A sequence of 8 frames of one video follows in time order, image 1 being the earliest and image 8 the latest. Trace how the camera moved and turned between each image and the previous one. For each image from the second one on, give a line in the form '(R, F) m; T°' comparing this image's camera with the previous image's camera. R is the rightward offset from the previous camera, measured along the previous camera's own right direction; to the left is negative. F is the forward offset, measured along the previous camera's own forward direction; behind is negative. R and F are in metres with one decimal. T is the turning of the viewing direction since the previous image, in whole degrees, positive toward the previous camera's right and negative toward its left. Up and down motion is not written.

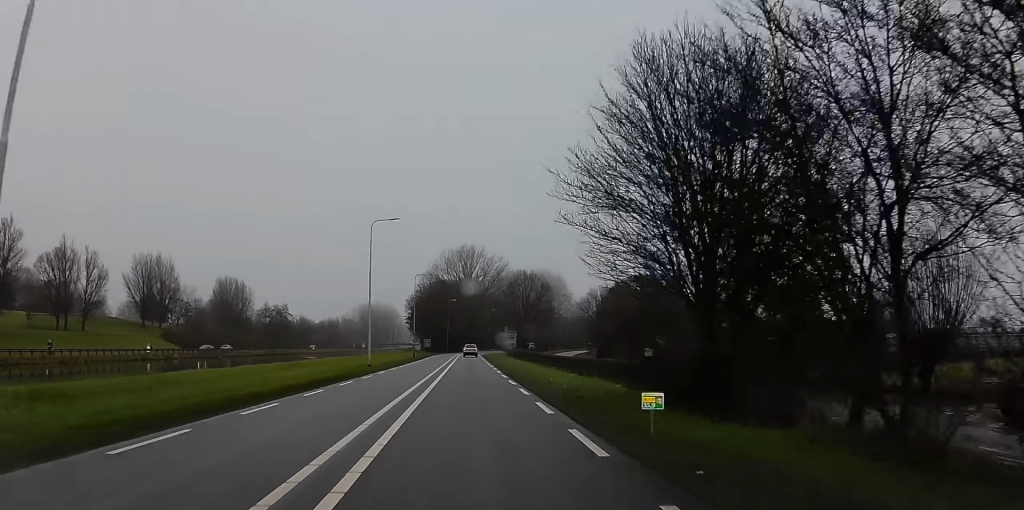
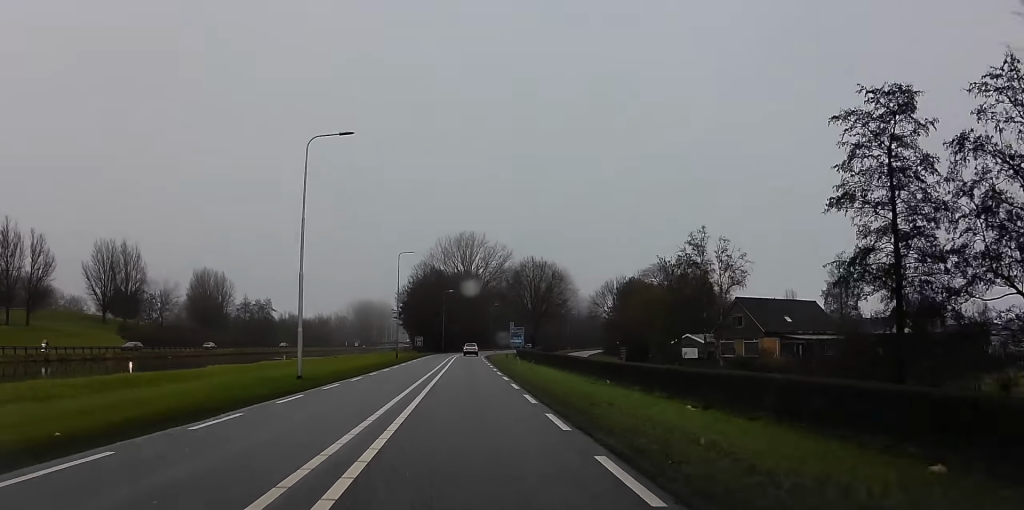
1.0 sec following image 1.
(+0.4, +20.6) m; +2°
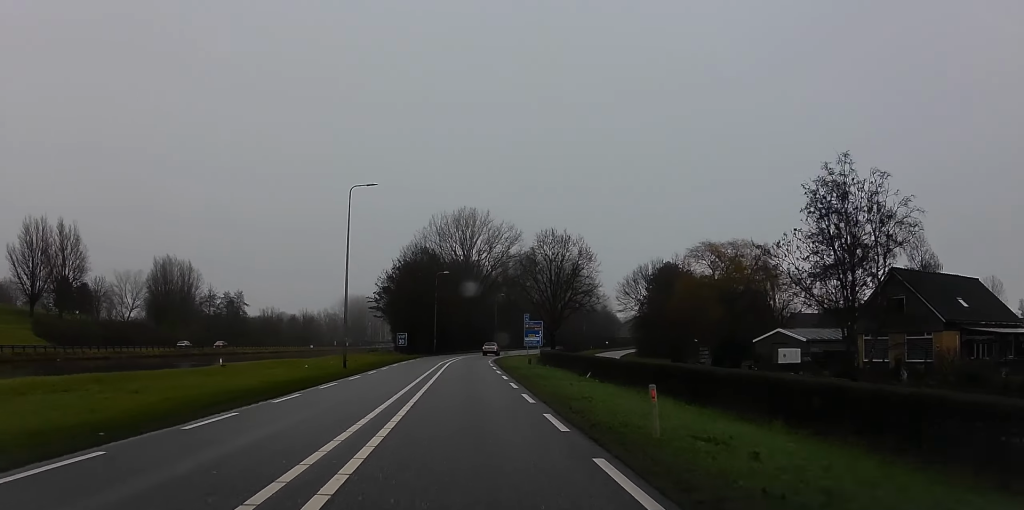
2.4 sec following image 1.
(+0.4, +30.1) m; +1°
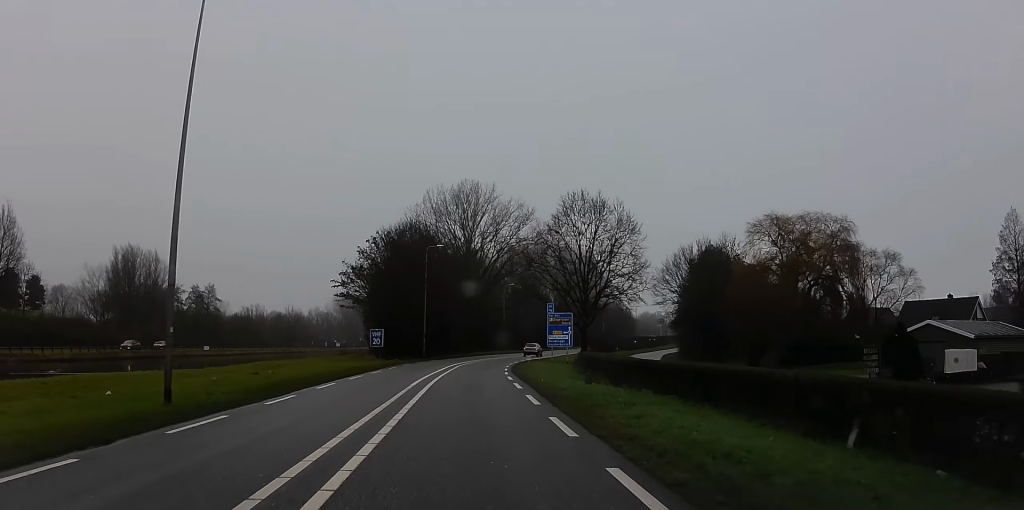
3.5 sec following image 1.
(-0.2, +24.9) m; -2°
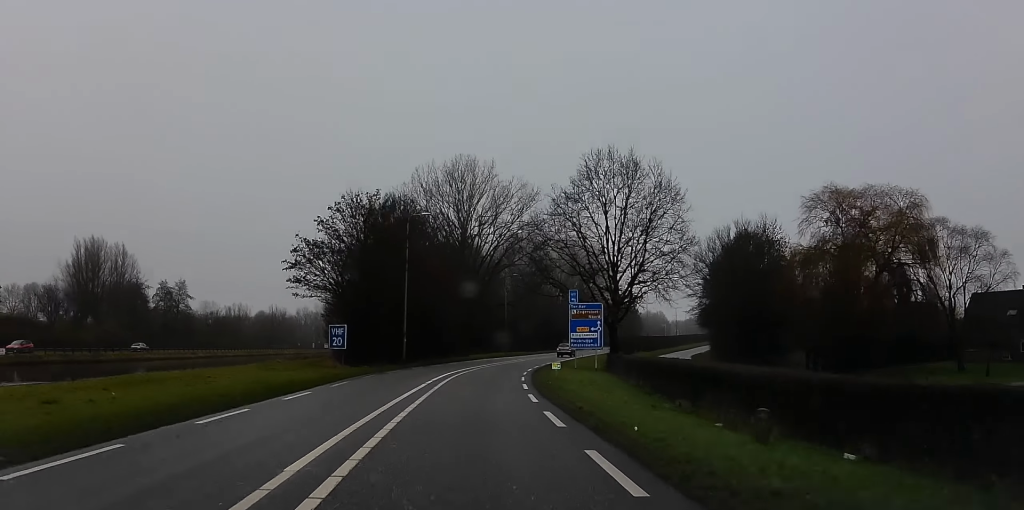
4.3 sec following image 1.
(-0.5, +16.9) m; 0°
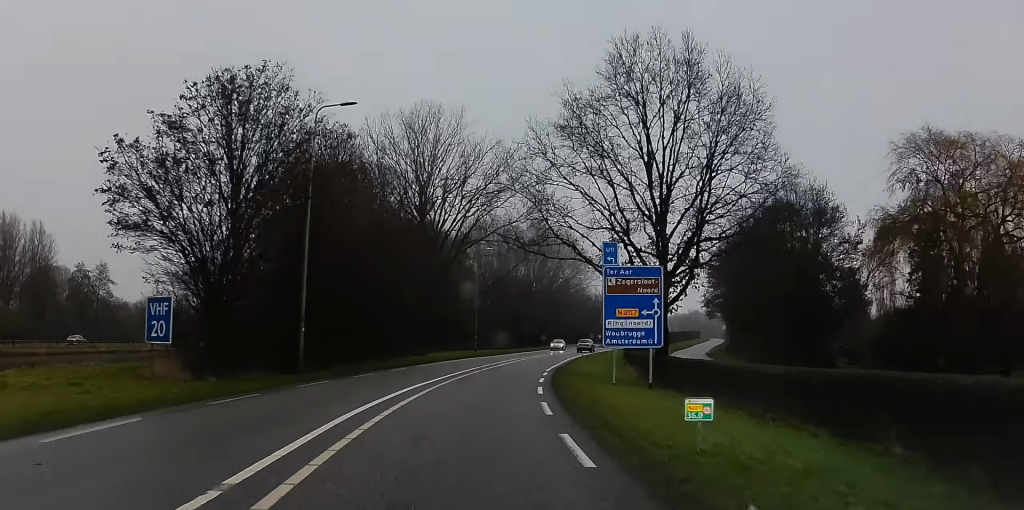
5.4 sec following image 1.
(+1.1, +23.0) m; +9°
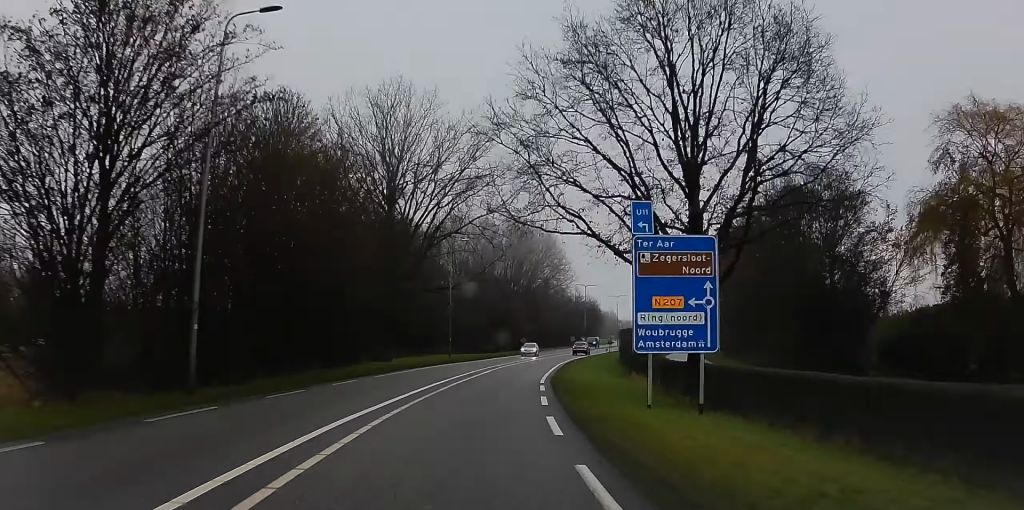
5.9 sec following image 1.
(+0.9, +8.7) m; +3°
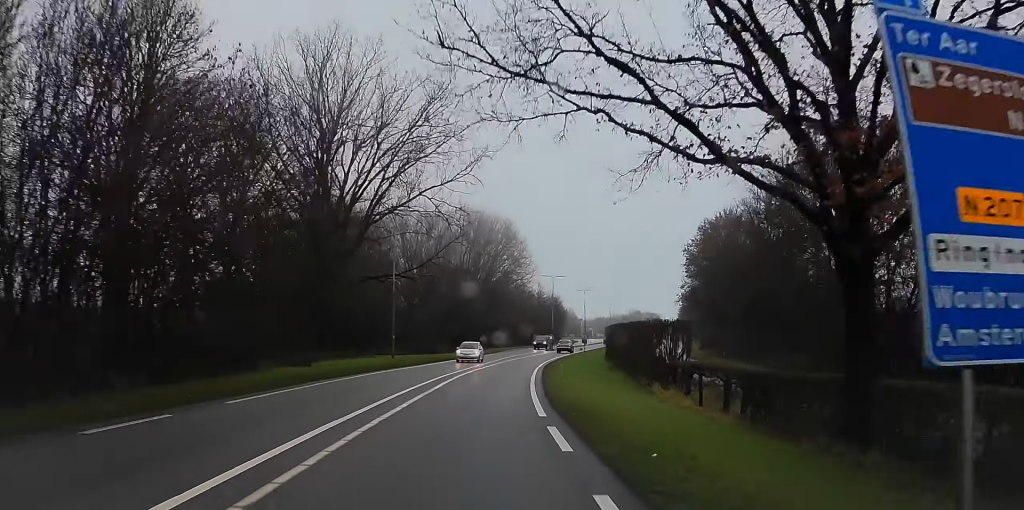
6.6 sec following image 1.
(+0.7, +13.4) m; +3°
